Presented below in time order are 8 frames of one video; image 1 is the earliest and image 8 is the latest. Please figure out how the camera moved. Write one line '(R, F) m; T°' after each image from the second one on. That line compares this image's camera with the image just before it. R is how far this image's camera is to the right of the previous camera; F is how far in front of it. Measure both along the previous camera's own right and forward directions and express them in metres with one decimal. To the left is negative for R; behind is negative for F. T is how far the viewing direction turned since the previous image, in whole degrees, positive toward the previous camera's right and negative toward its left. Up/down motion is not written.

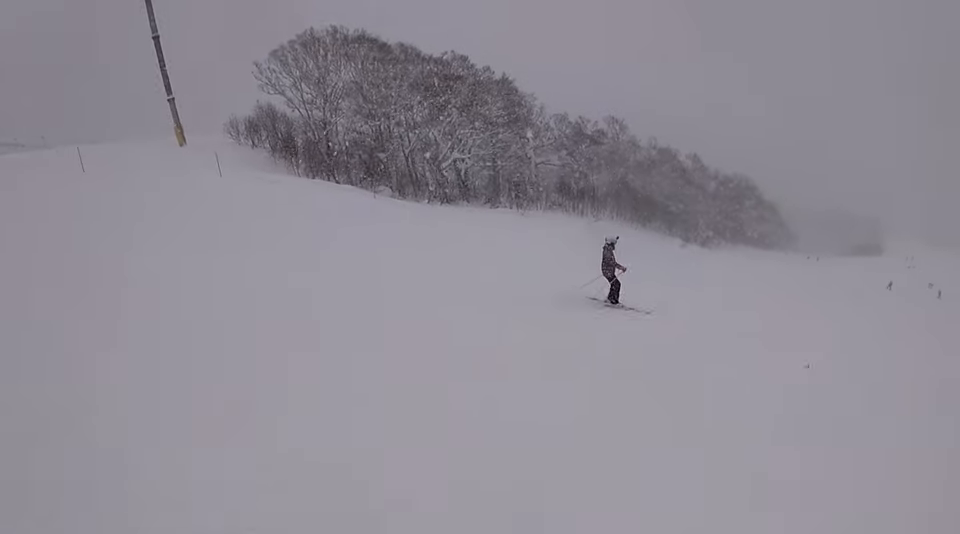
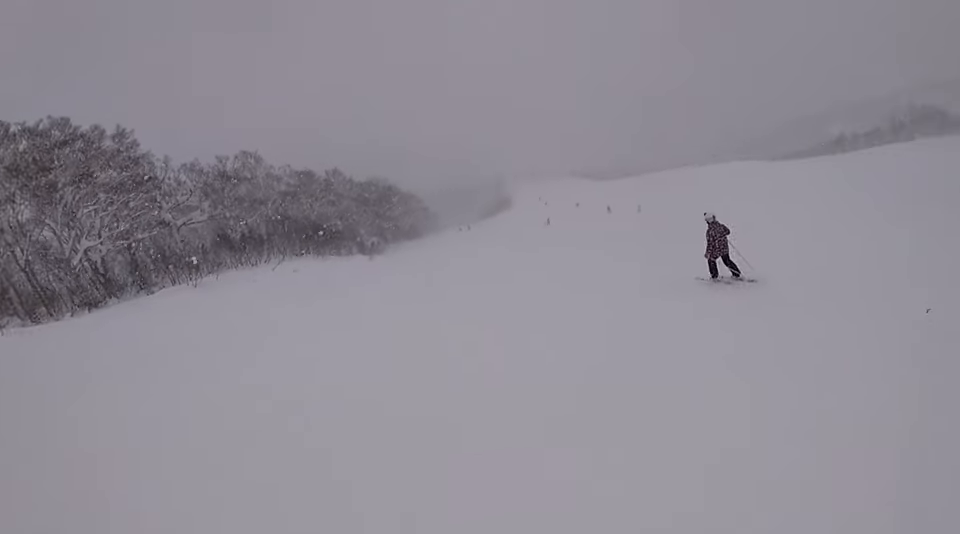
(+1.3, +7.3) m; +36°
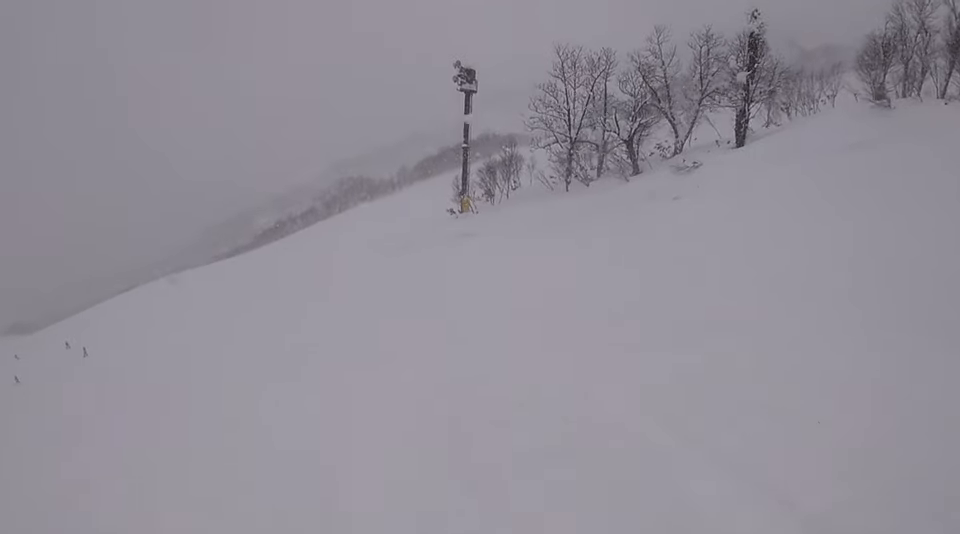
(+8.9, +8.3) m; +70°
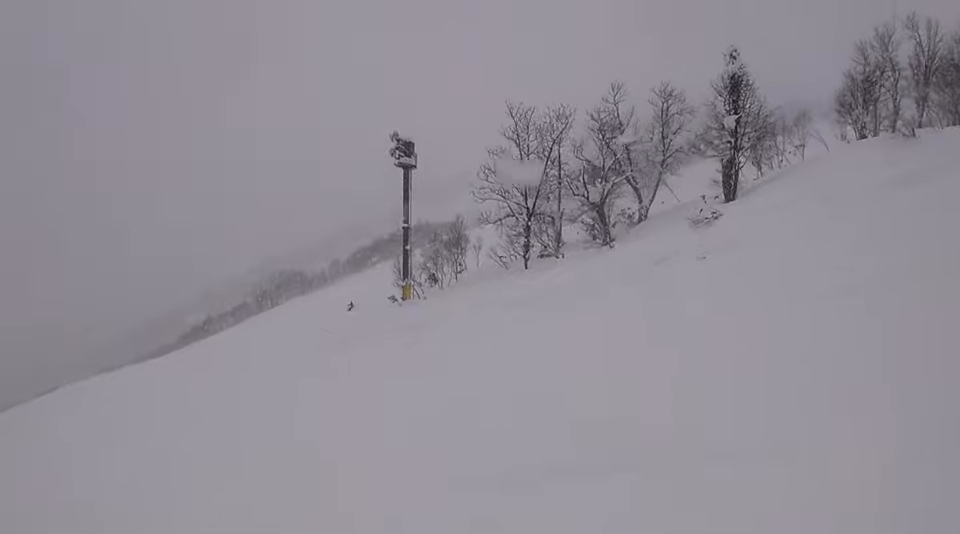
(+0.3, +6.3) m; +8°
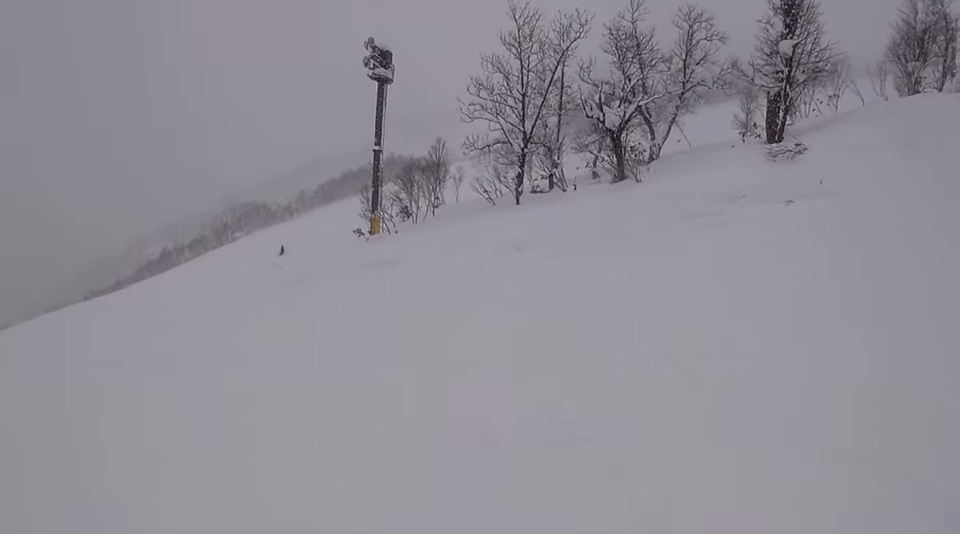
(+0.4, +4.9) m; +6°
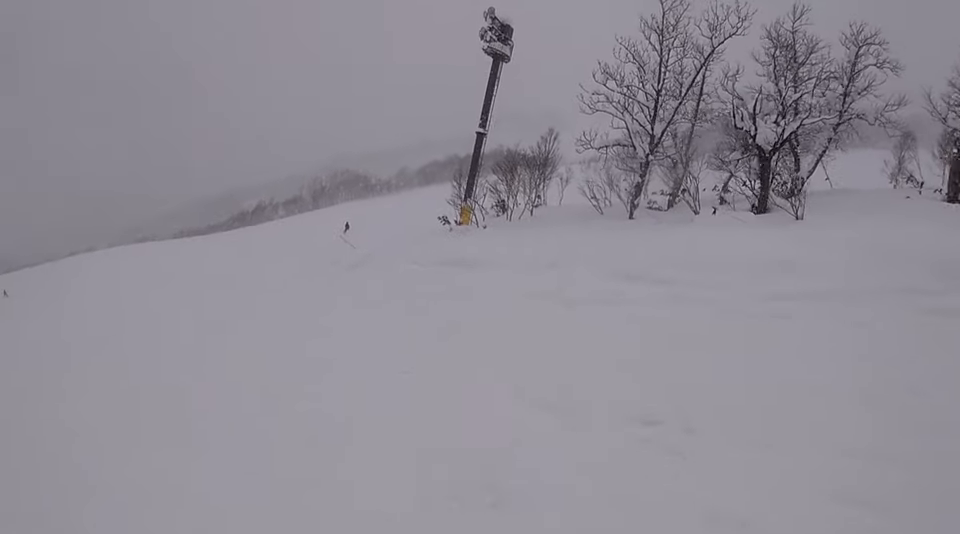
(+0.3, +4.9) m; -2°
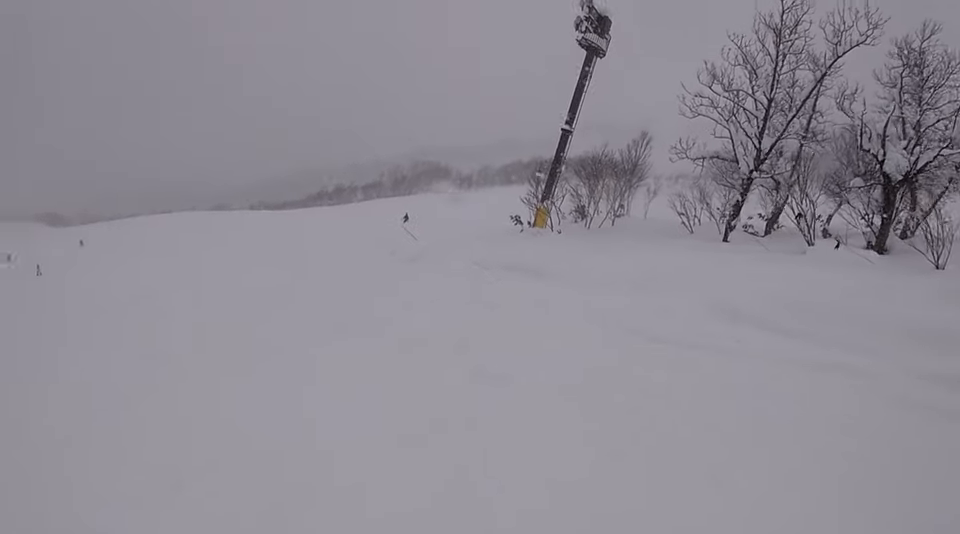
(+0.3, +3.1) m; -10°
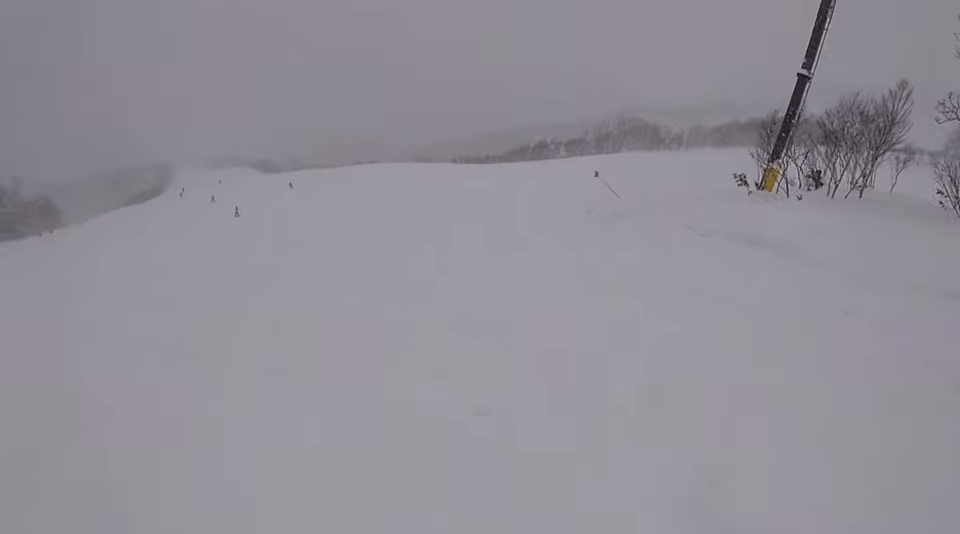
(-0.9, +4.0) m; -18°
